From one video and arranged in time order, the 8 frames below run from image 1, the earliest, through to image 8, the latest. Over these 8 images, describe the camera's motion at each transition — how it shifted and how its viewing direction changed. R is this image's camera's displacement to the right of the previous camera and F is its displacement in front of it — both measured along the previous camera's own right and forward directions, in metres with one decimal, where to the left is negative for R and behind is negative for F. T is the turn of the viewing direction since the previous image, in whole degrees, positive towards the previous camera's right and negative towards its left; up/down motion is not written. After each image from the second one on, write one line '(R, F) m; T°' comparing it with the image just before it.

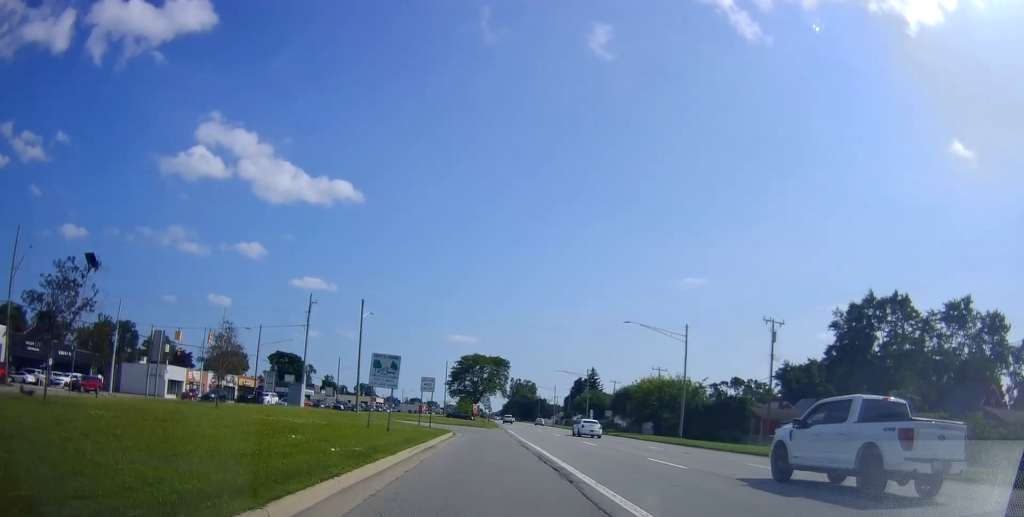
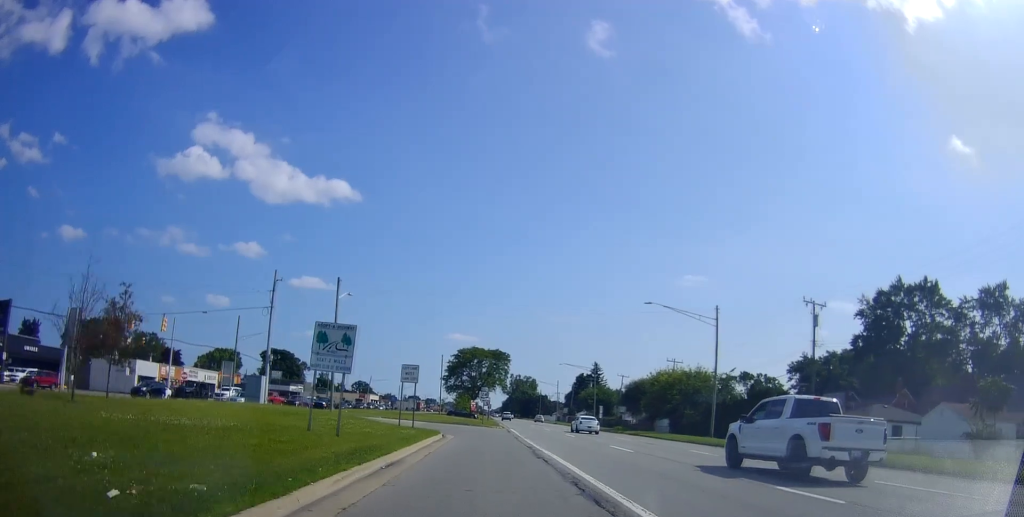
(0.0, +8.4) m; 0°
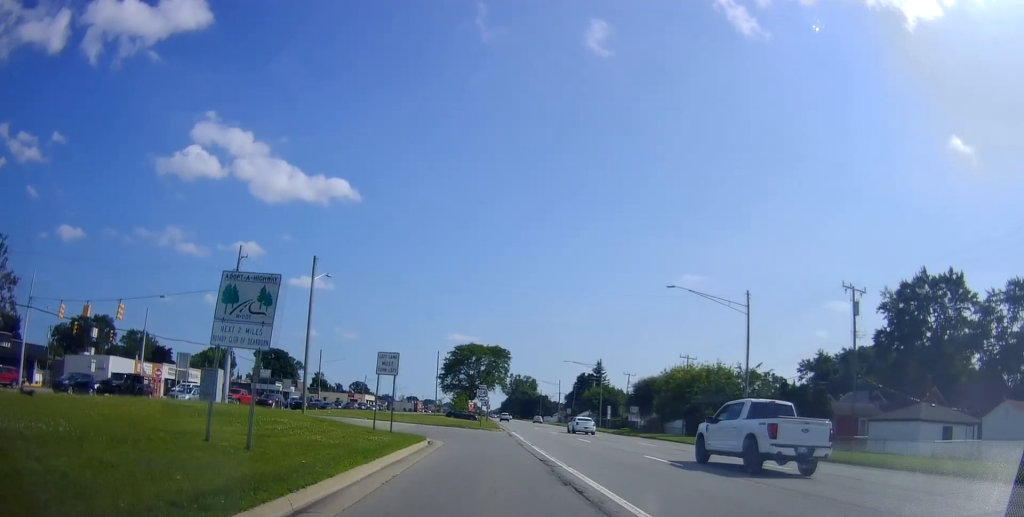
(0.0, +6.4) m; -2°
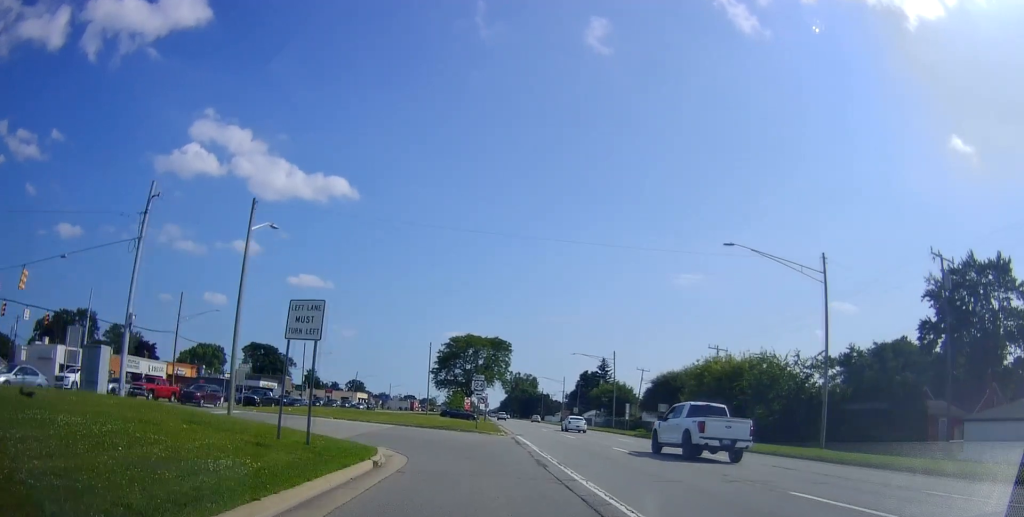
(-0.3, +11.2) m; -2°
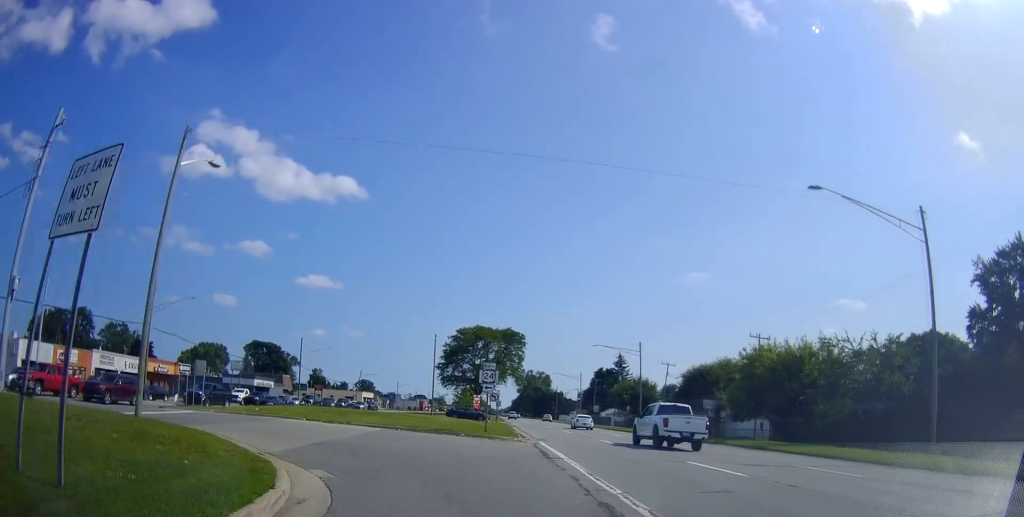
(-0.3, +9.2) m; -2°
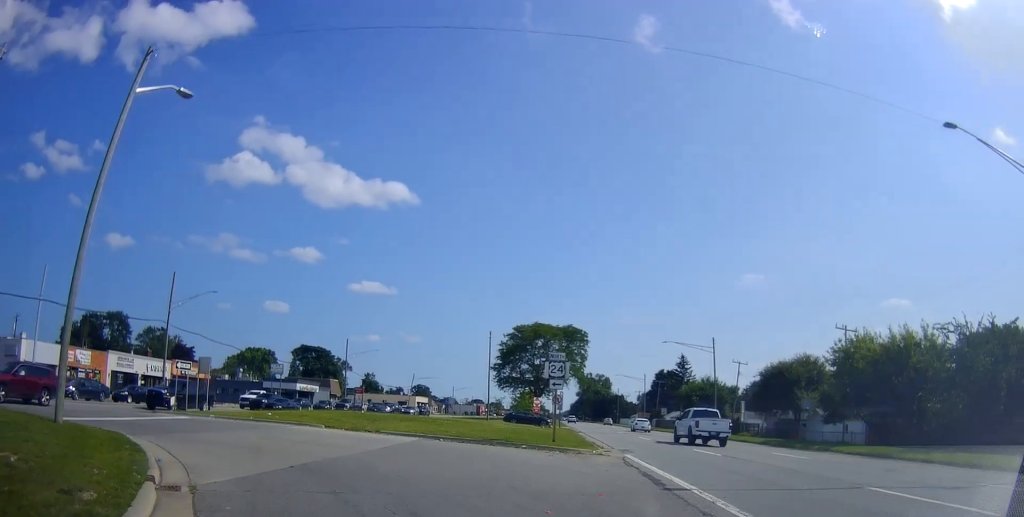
(+0.6, +7.6) m; -3°
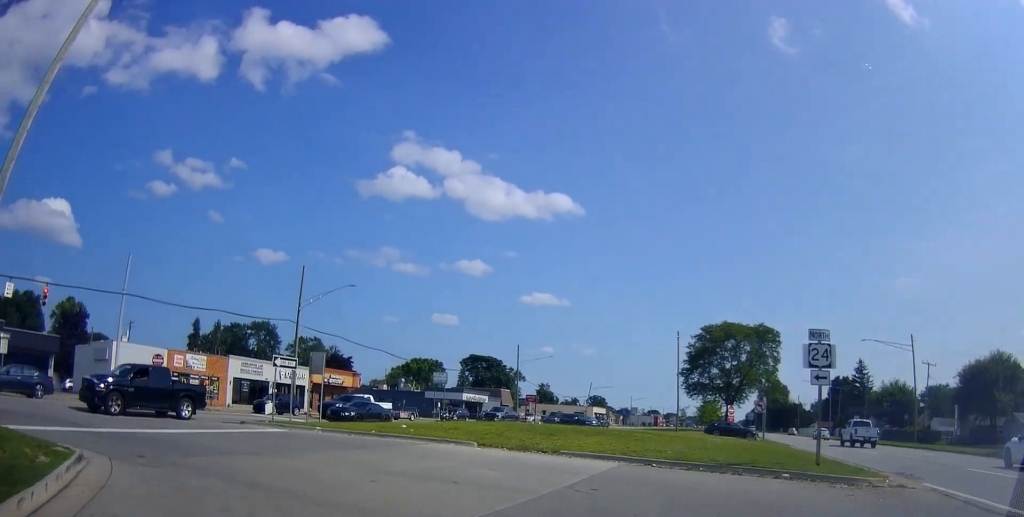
(-1.5, +8.7) m; -20°
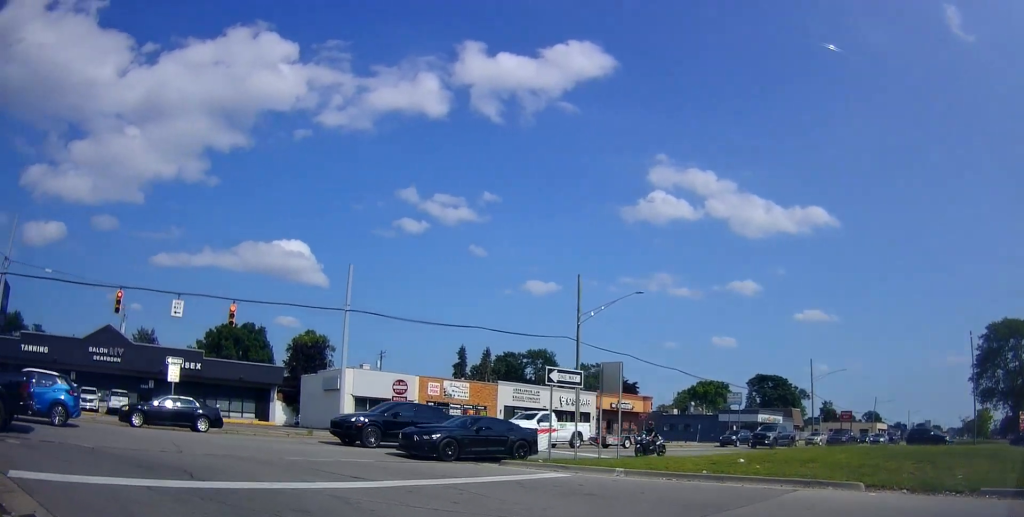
(-1.8, +6.7) m; -25°
